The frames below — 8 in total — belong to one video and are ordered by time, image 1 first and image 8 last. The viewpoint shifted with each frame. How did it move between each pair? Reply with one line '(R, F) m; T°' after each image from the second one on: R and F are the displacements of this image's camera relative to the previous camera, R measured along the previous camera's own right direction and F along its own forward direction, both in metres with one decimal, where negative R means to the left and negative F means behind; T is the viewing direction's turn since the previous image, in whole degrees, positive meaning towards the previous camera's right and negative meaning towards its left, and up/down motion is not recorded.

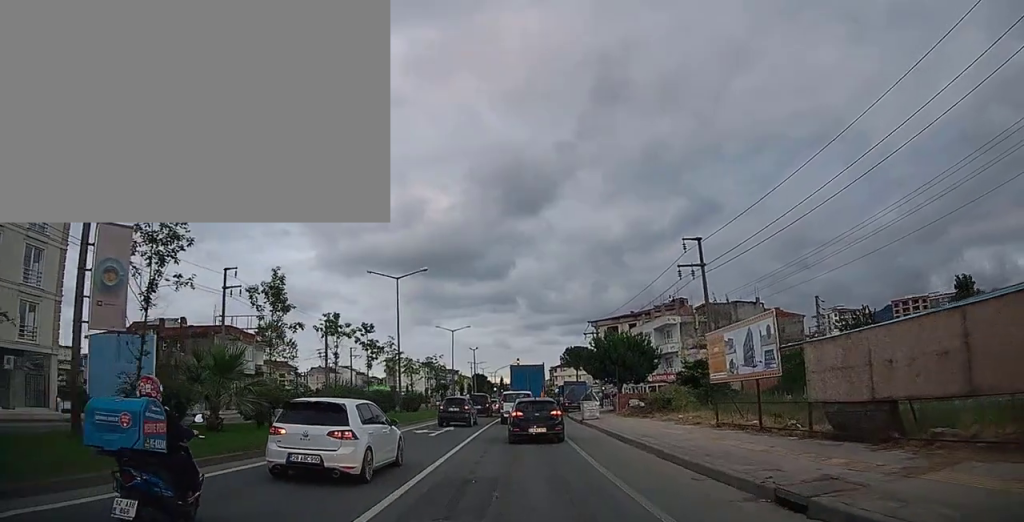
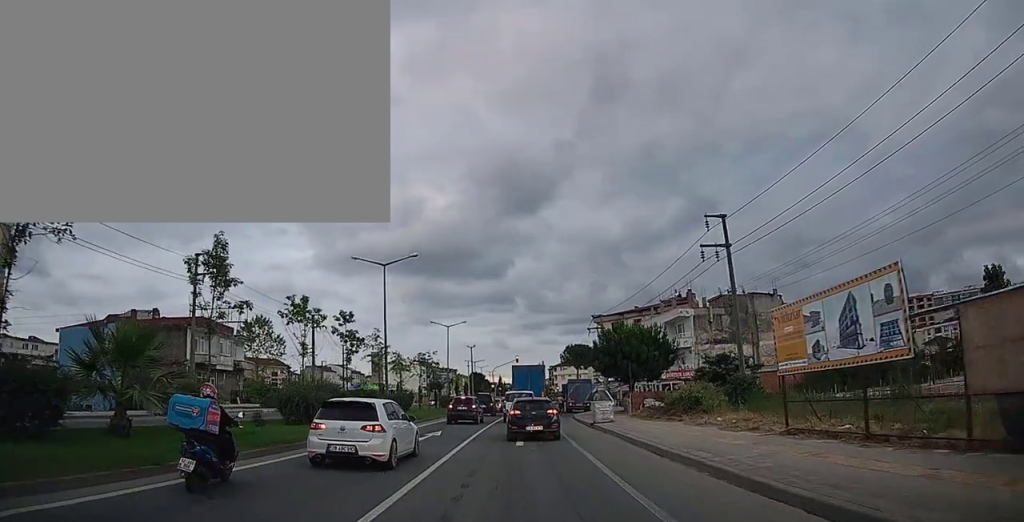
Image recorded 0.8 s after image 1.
(-0.2, +4.8) m; -2°
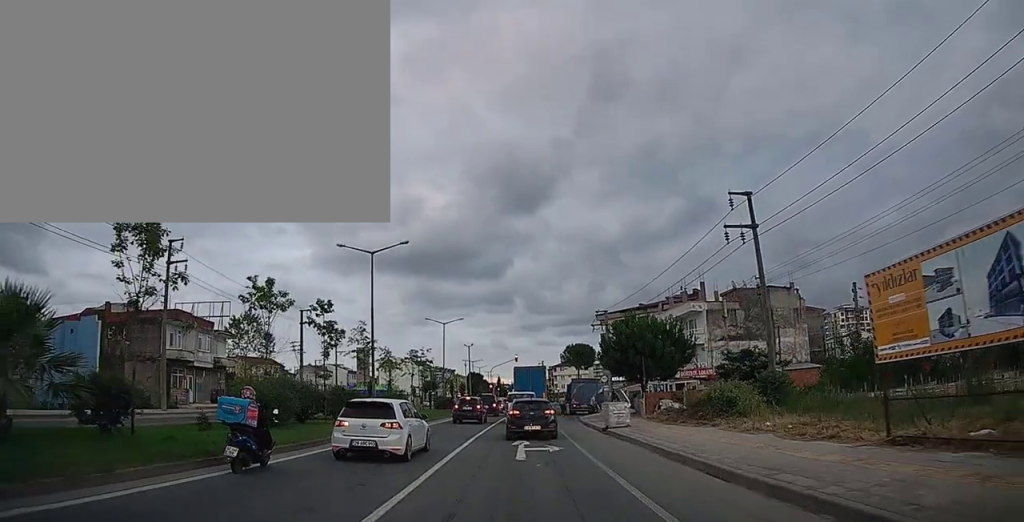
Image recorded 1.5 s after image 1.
(0.0, +3.7) m; 0°
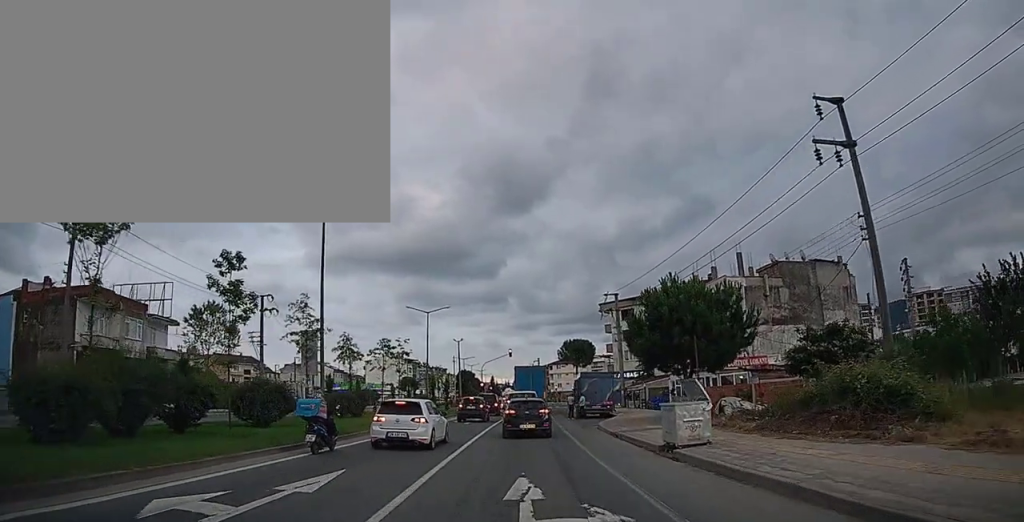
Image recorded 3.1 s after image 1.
(0.0, +9.8) m; 0°
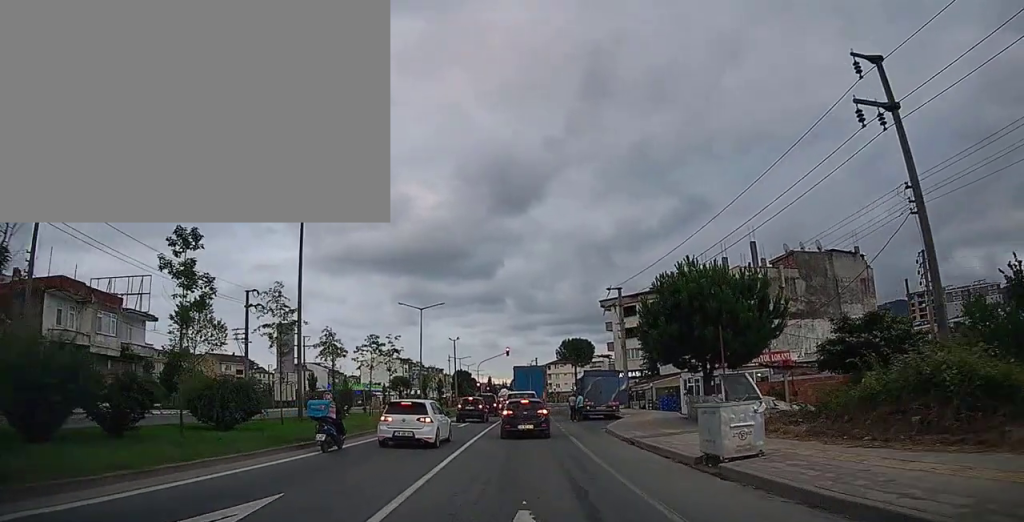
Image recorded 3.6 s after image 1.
(0.0, +3.2) m; 0°
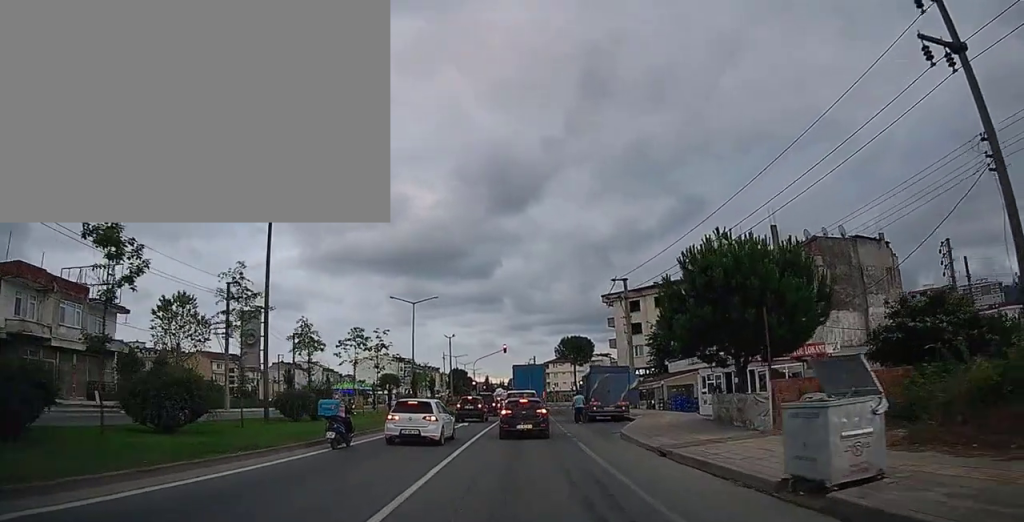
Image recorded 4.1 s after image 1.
(0.0, +3.7) m; 0°
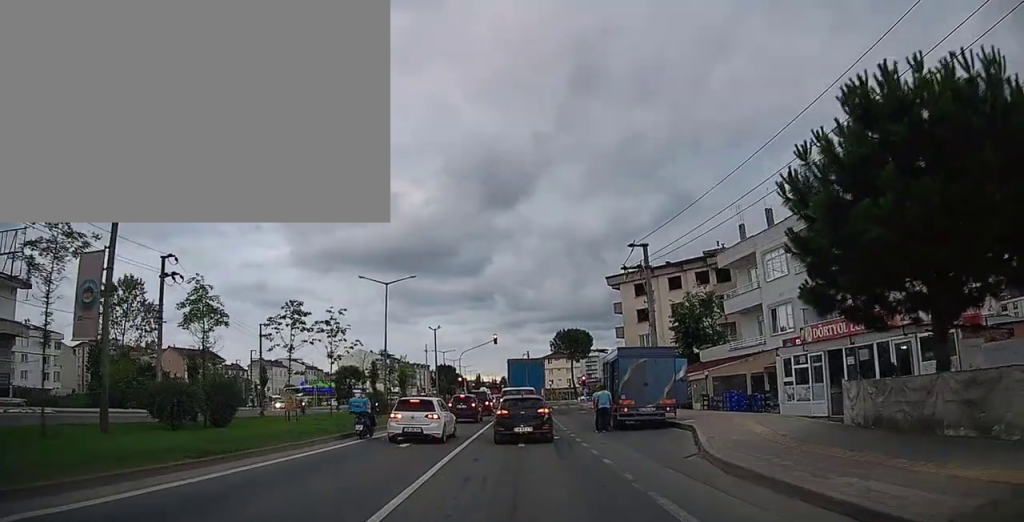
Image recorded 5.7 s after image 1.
(0.0, +10.2) m; -2°
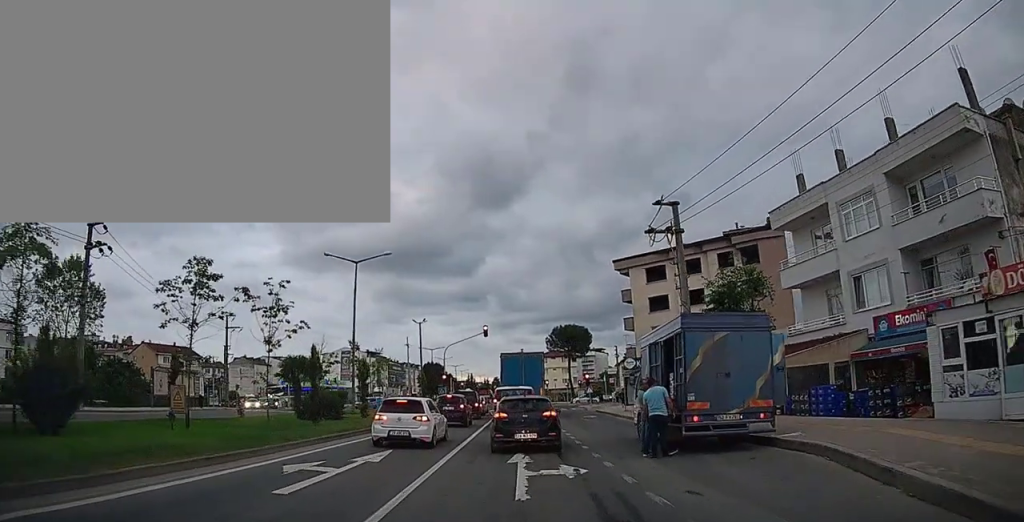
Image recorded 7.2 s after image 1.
(-0.3, +8.9) m; 0°
